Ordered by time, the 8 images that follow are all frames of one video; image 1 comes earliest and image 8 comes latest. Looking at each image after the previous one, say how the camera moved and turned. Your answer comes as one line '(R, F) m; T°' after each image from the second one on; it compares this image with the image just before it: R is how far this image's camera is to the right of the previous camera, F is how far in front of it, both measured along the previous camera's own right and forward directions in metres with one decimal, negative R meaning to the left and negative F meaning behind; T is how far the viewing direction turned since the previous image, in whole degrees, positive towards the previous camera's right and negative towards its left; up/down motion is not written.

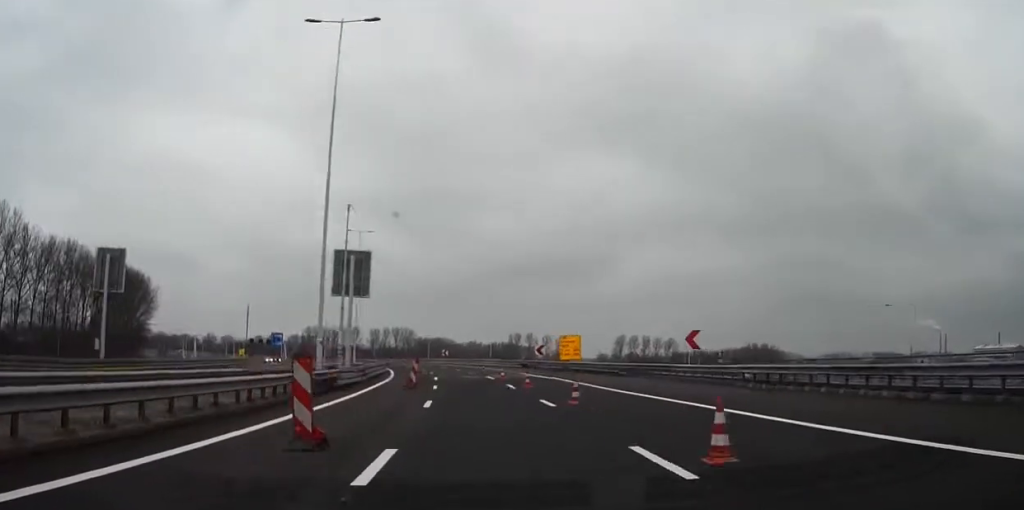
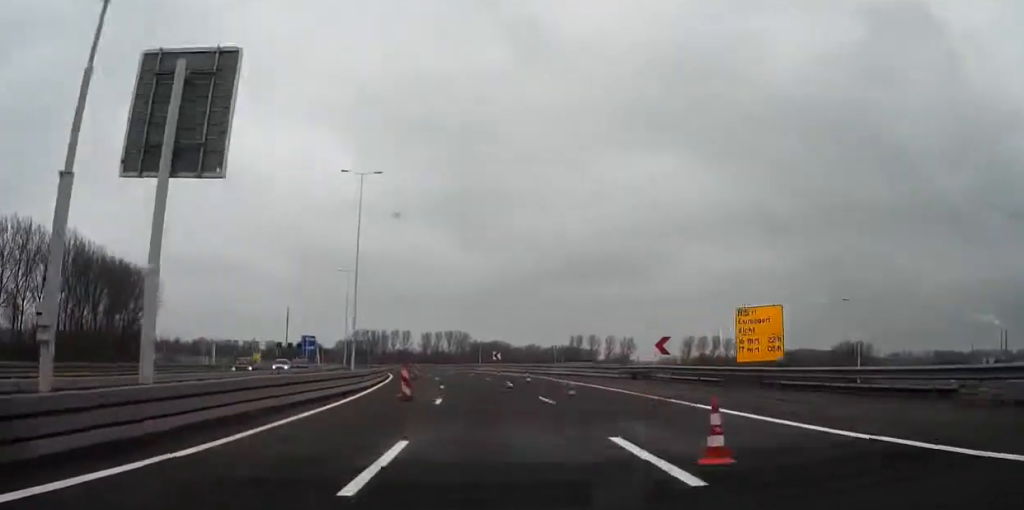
(0.0, +36.6) m; -2°
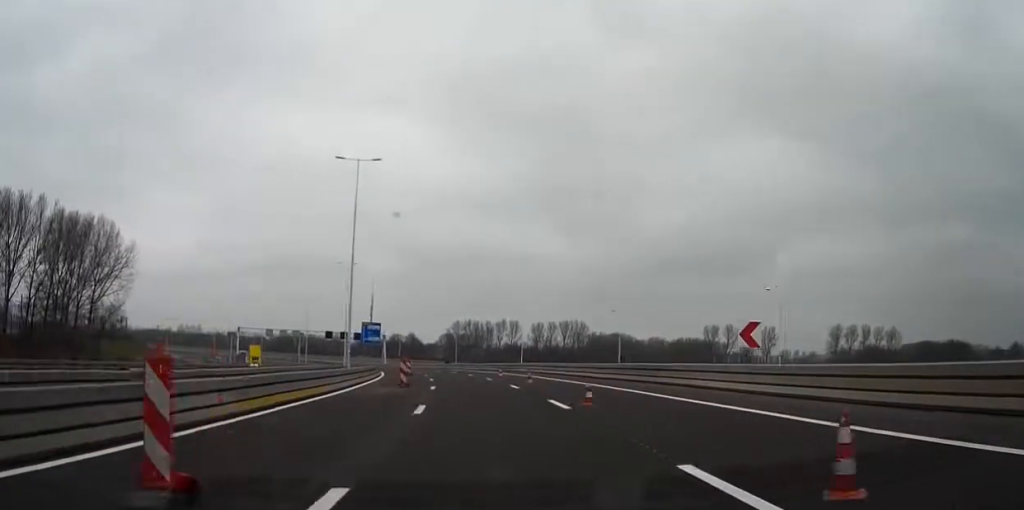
(-7.1, +72.6) m; -11°
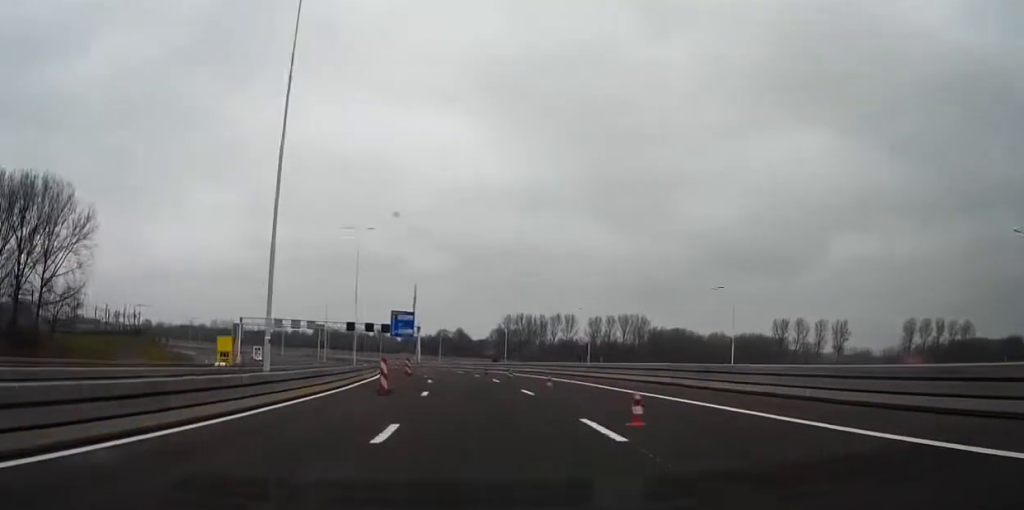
(+0.2, +34.2) m; -3°
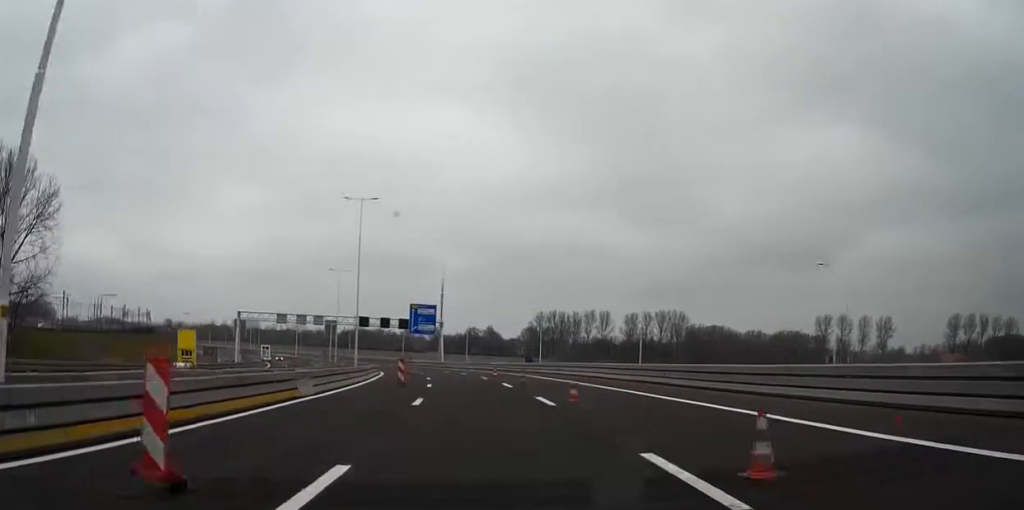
(-1.0, +19.3) m; -2°
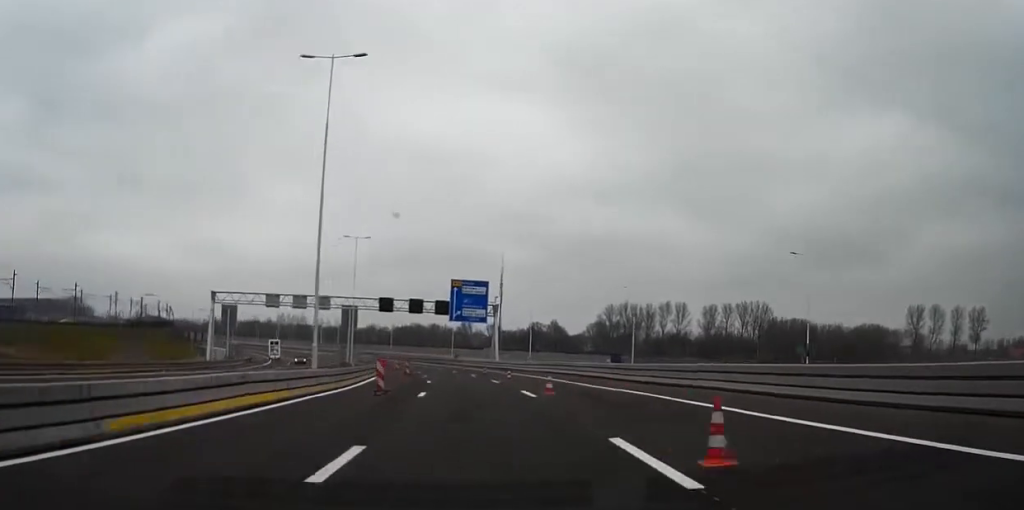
(-2.0, +40.1) m; -5°
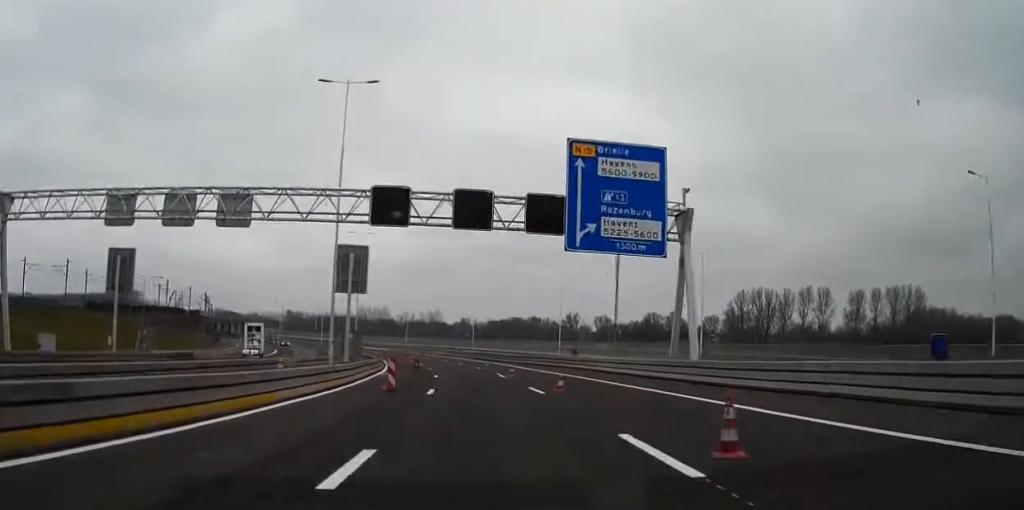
(-4.8, +63.5) m; -7°
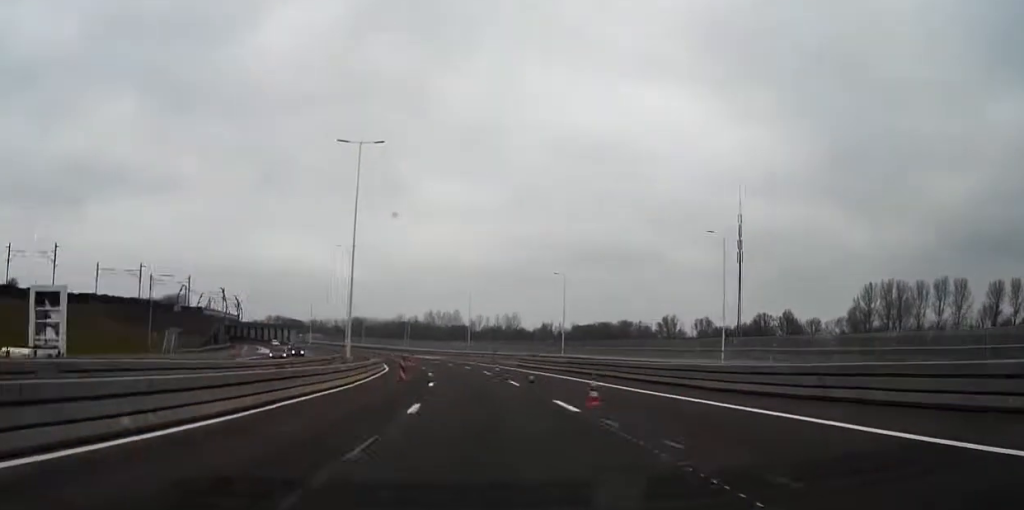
(-1.7, +55.1) m; -6°
